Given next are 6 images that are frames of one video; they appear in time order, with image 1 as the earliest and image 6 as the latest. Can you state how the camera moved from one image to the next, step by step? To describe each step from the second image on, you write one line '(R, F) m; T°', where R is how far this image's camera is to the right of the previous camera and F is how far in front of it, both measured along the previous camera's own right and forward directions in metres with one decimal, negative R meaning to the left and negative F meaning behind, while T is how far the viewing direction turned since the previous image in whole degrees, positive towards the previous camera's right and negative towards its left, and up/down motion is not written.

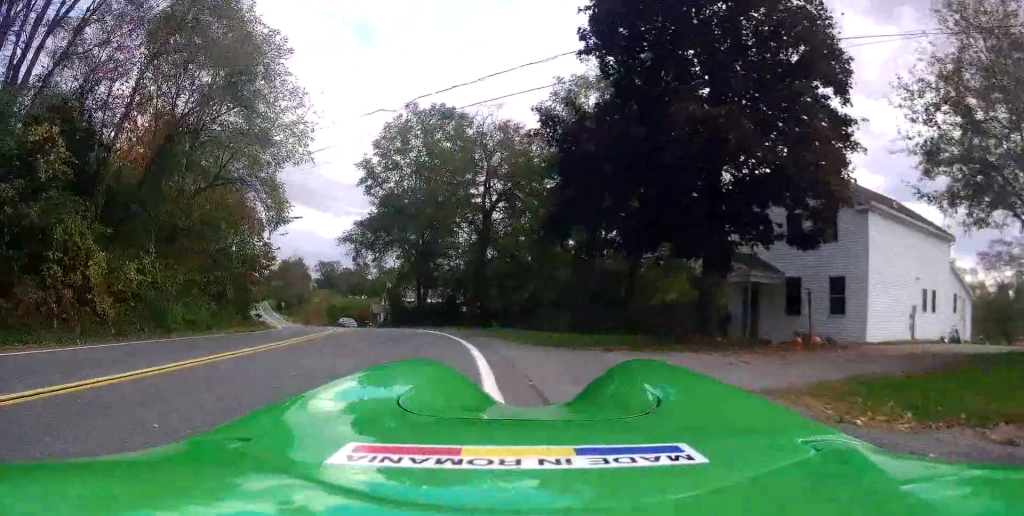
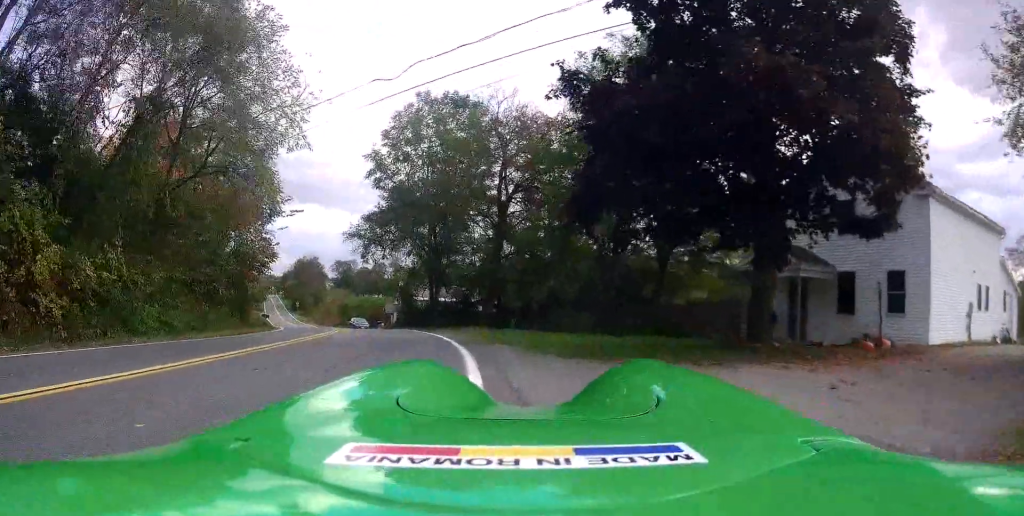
(0.0, +2.4) m; +3°
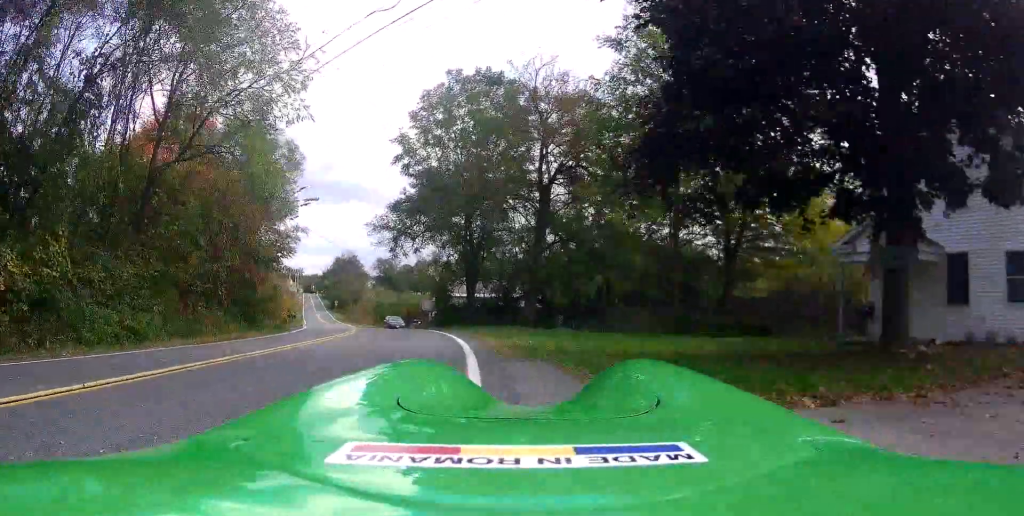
(+0.2, +3.4) m; +1°
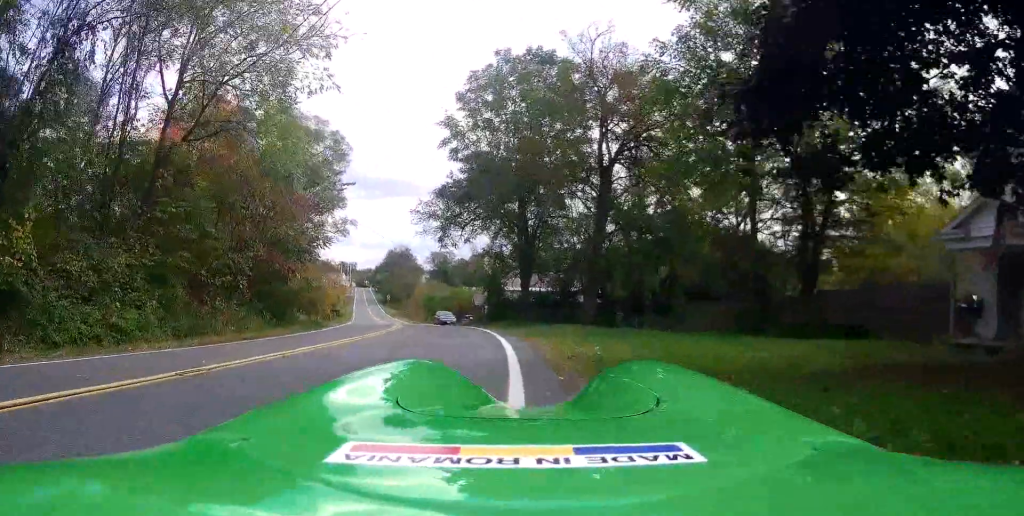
(-0.1, +2.7) m; -7°
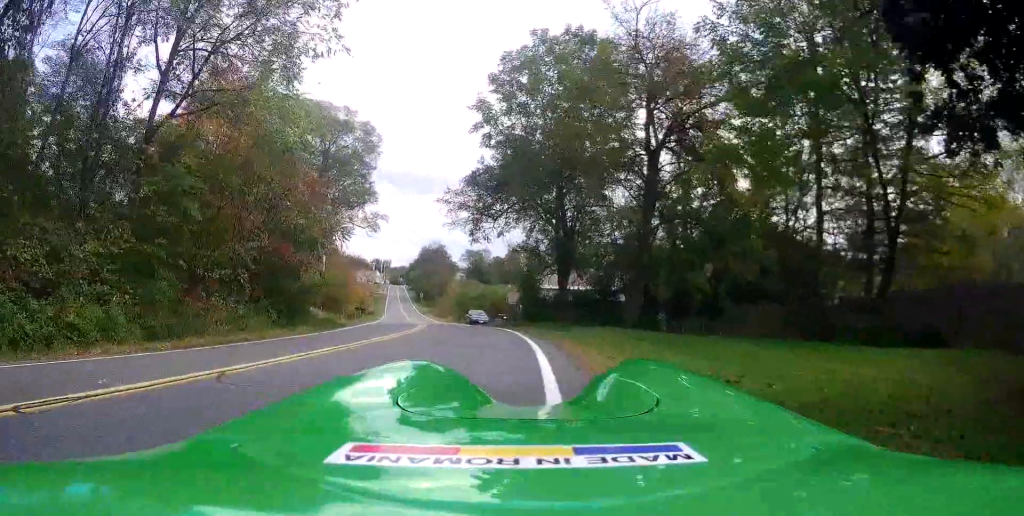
(-0.1, +2.4) m; -7°
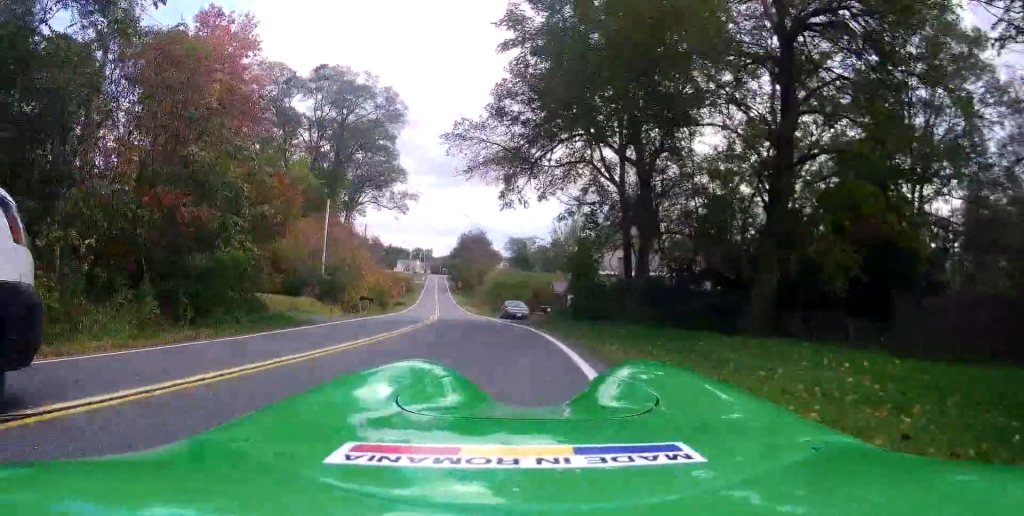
(-0.7, +8.8) m; -6°
